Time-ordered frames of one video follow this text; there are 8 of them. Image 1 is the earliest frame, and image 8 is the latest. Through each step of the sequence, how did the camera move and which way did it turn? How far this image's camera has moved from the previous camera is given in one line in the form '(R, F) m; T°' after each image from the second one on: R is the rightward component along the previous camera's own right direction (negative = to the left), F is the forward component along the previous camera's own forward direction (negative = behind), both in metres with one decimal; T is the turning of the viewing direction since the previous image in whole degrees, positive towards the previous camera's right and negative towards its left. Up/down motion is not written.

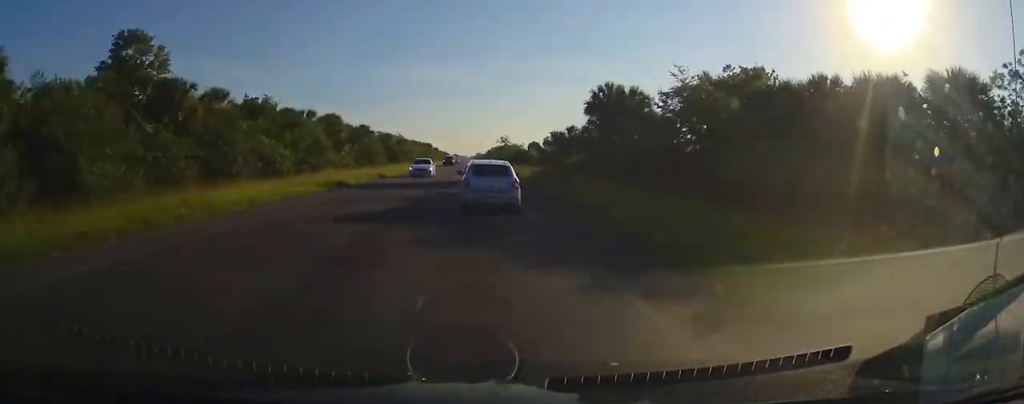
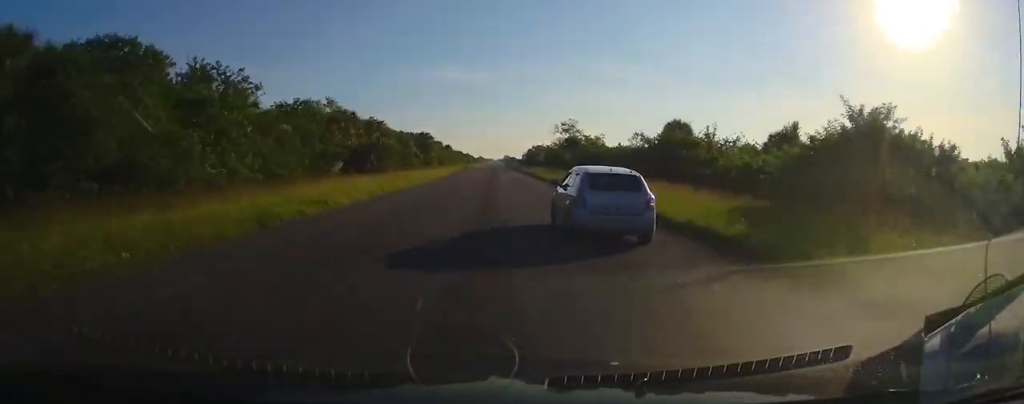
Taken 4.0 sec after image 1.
(-0.7, +112.6) m; 0°
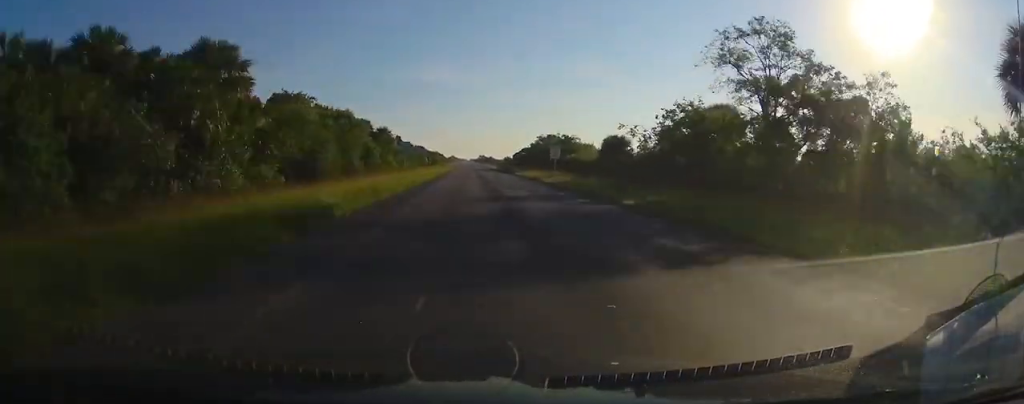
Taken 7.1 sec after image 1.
(+0.1, +89.3) m; +1°
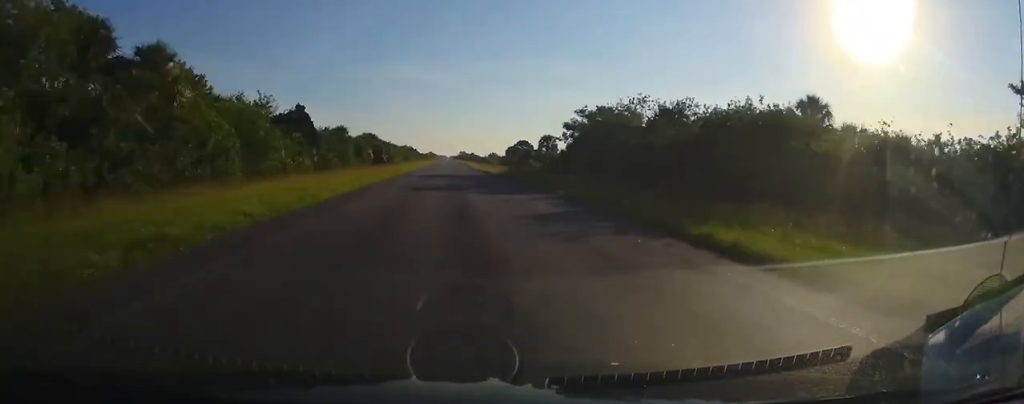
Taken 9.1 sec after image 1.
(+1.0, +65.1) m; 0°
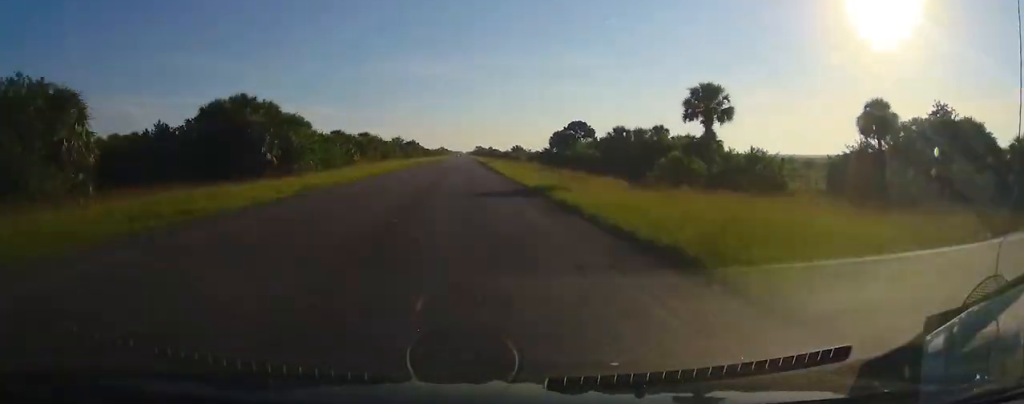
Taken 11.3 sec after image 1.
(0.0, +73.0) m; 0°
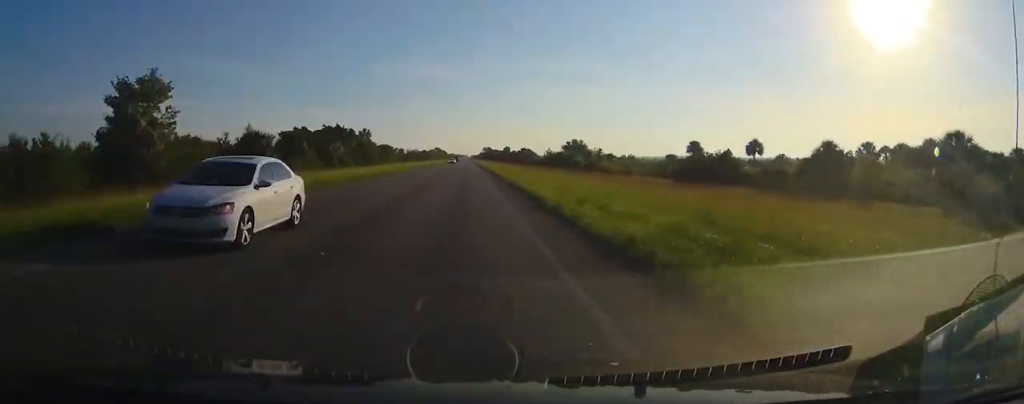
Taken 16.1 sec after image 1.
(-1.0, +153.6) m; 0°
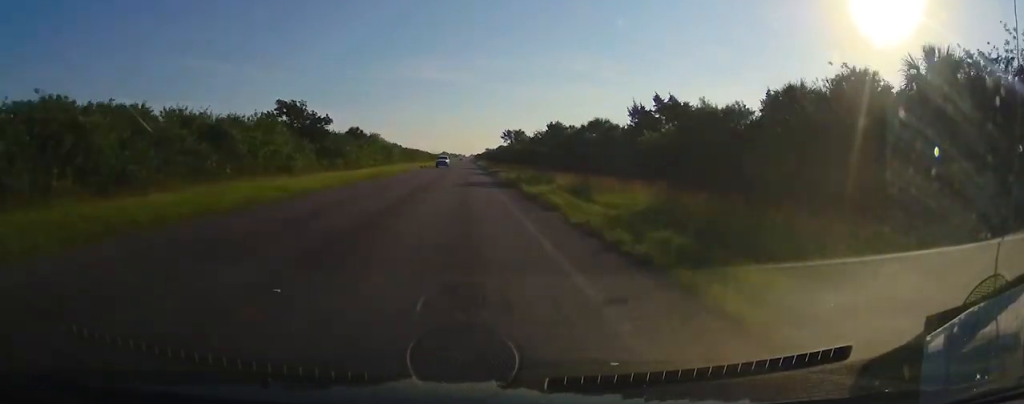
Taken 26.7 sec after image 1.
(+0.1, +328.9) m; 0°
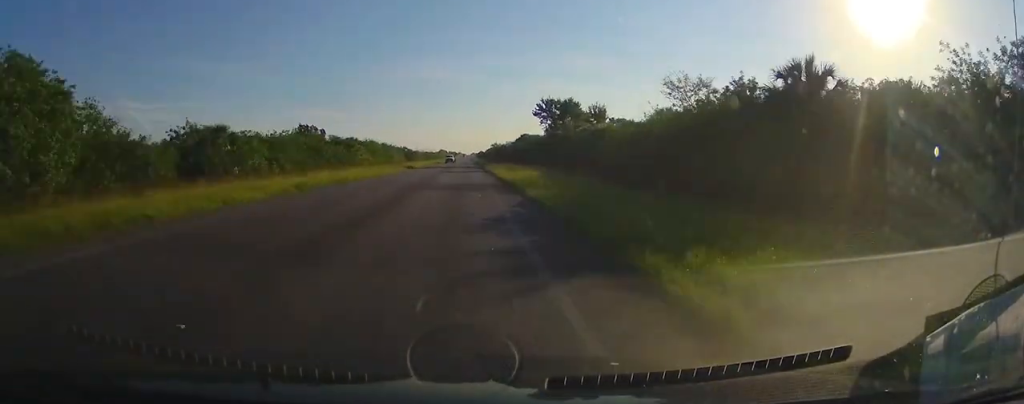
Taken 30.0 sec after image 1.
(+0.1, +92.7) m; 0°
